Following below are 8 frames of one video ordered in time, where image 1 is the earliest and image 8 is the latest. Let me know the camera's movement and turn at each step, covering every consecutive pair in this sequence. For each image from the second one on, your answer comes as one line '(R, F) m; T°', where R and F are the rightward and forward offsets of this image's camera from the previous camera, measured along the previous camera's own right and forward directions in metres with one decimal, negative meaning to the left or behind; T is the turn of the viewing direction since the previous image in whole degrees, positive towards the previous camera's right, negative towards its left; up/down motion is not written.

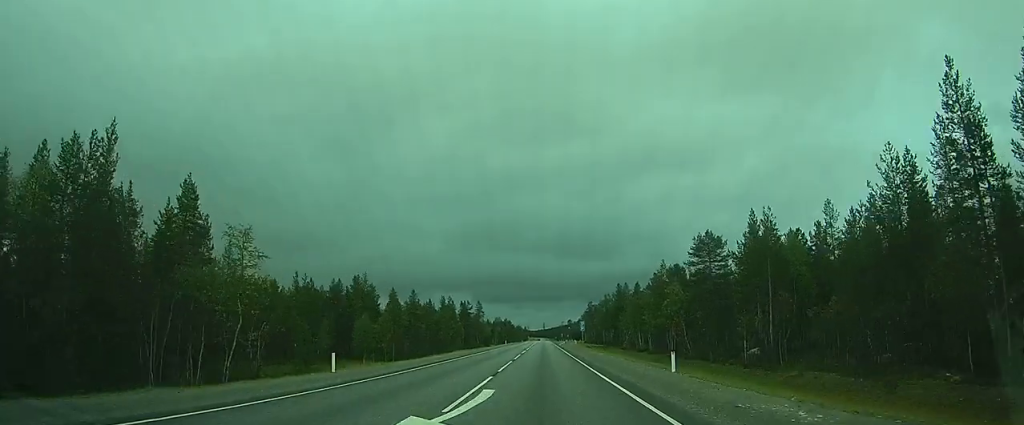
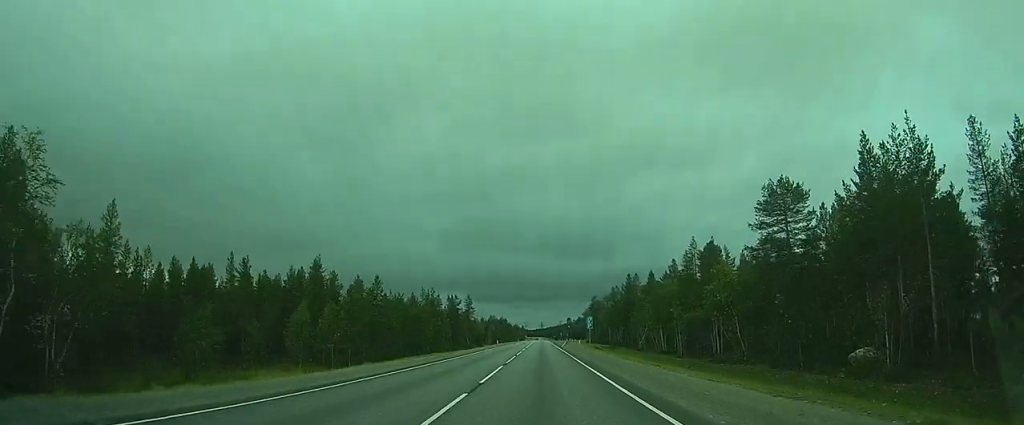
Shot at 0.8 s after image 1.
(+0.1, +17.7) m; 0°
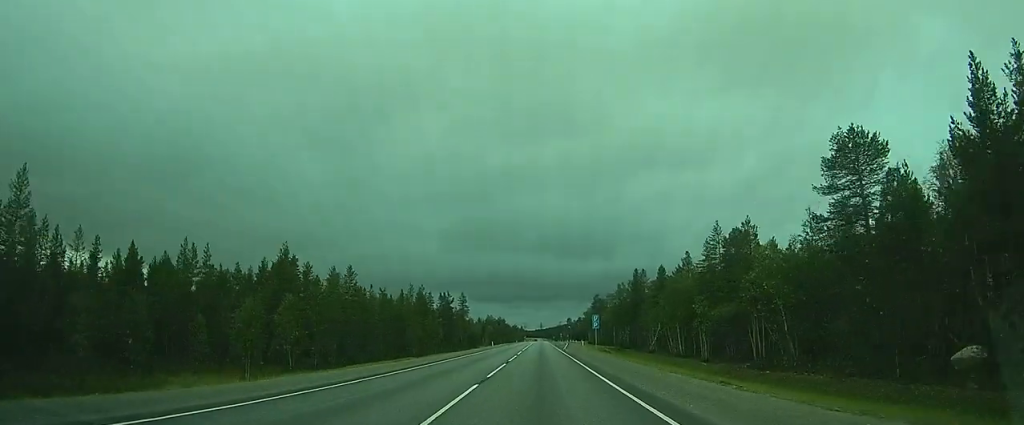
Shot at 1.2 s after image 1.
(0.0, +9.3) m; 0°
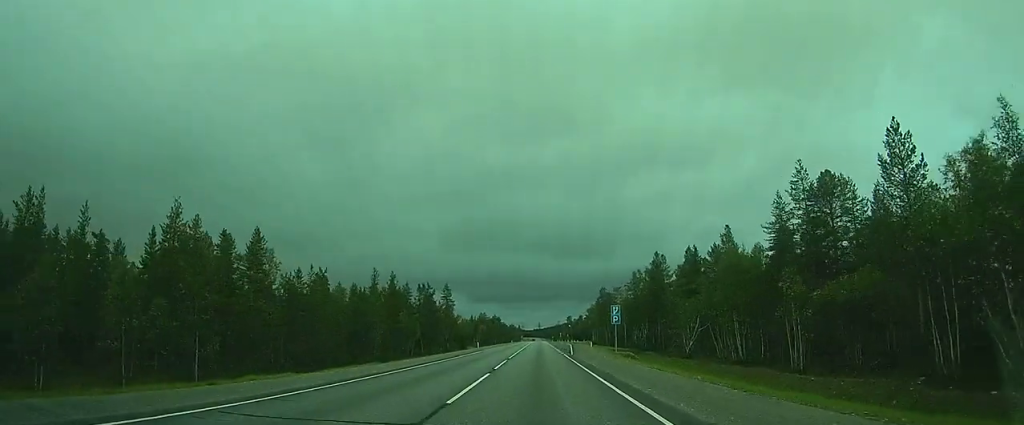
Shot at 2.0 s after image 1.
(0.0, +19.2) m; 0°
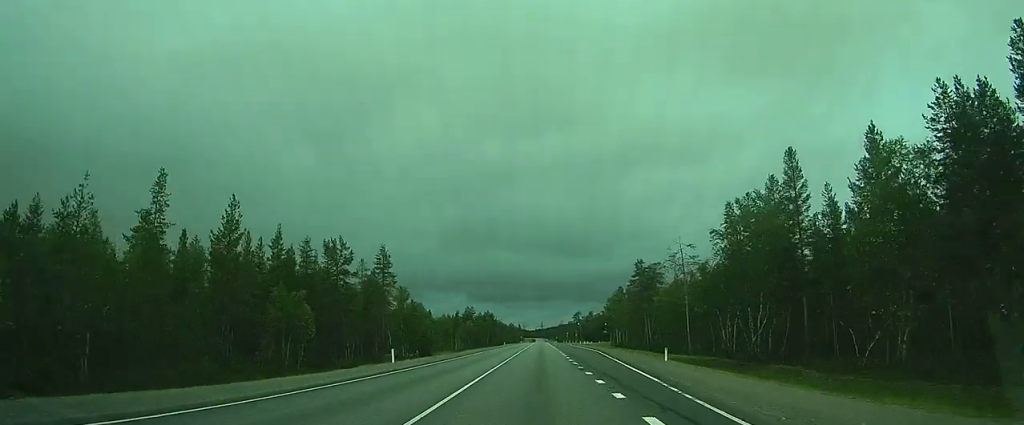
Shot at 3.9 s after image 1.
(0.0, +44.4) m; 0°
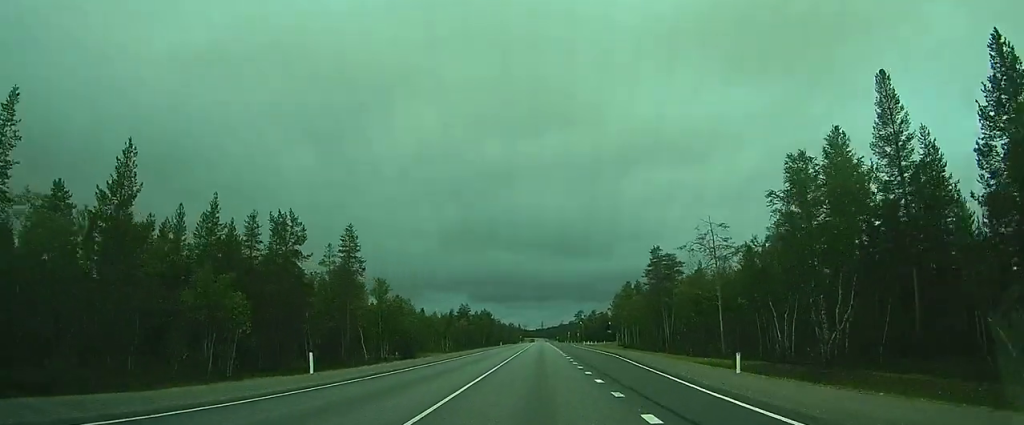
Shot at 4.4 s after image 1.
(0.0, +11.4) m; 0°
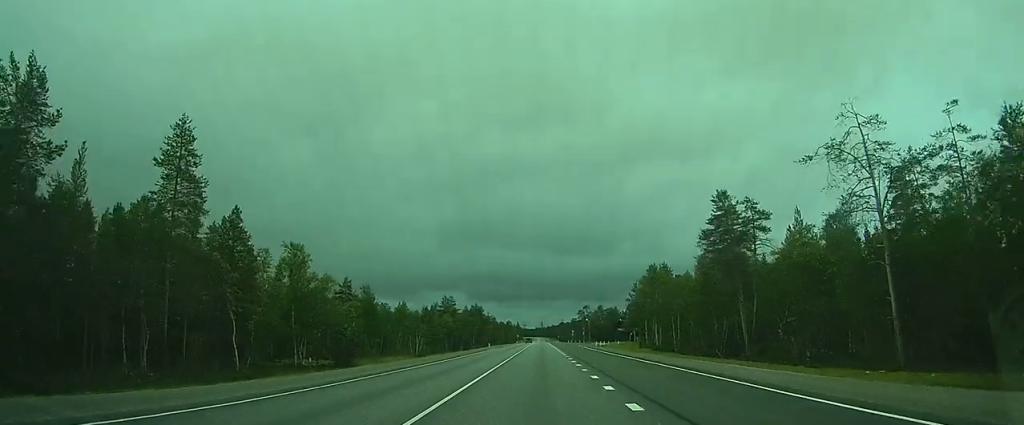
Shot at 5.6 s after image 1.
(0.0, +25.8) m; 0°
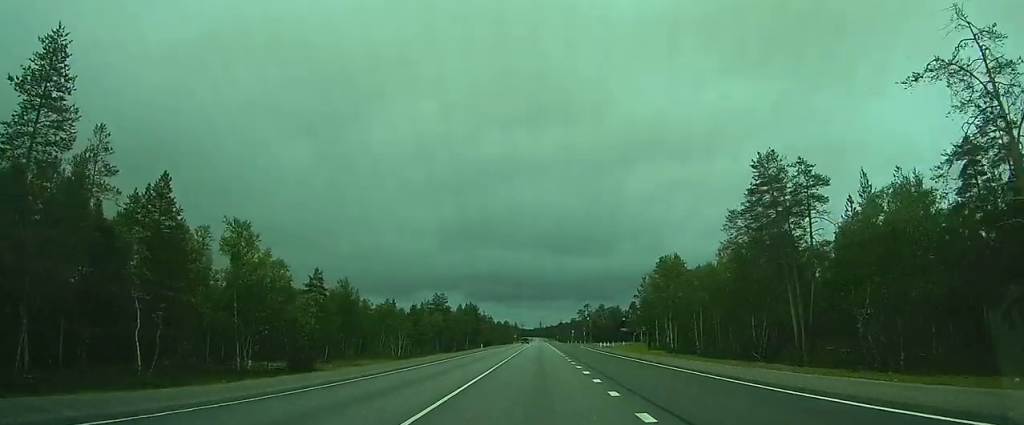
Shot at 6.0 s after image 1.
(0.0, +9.1) m; 0°
